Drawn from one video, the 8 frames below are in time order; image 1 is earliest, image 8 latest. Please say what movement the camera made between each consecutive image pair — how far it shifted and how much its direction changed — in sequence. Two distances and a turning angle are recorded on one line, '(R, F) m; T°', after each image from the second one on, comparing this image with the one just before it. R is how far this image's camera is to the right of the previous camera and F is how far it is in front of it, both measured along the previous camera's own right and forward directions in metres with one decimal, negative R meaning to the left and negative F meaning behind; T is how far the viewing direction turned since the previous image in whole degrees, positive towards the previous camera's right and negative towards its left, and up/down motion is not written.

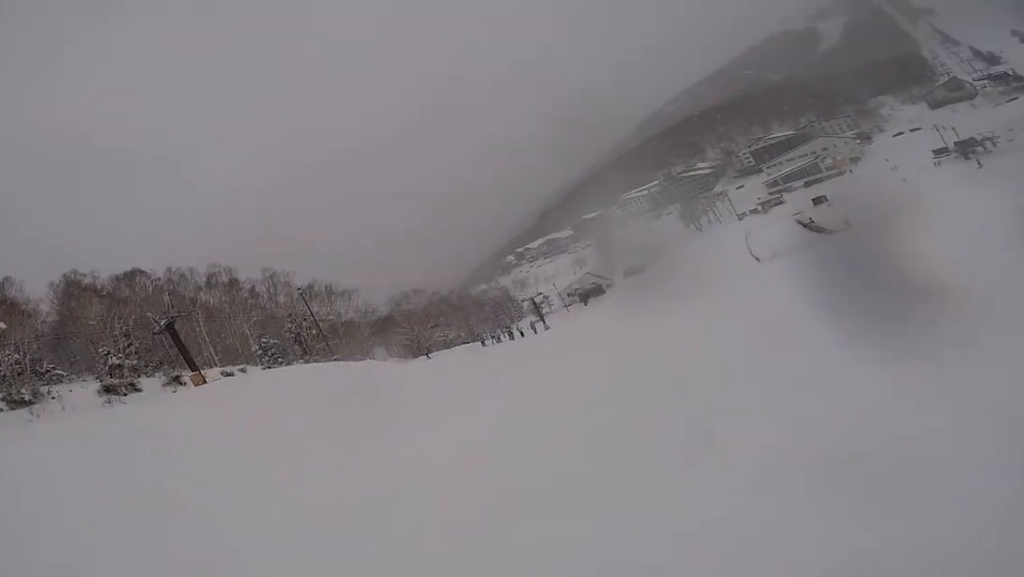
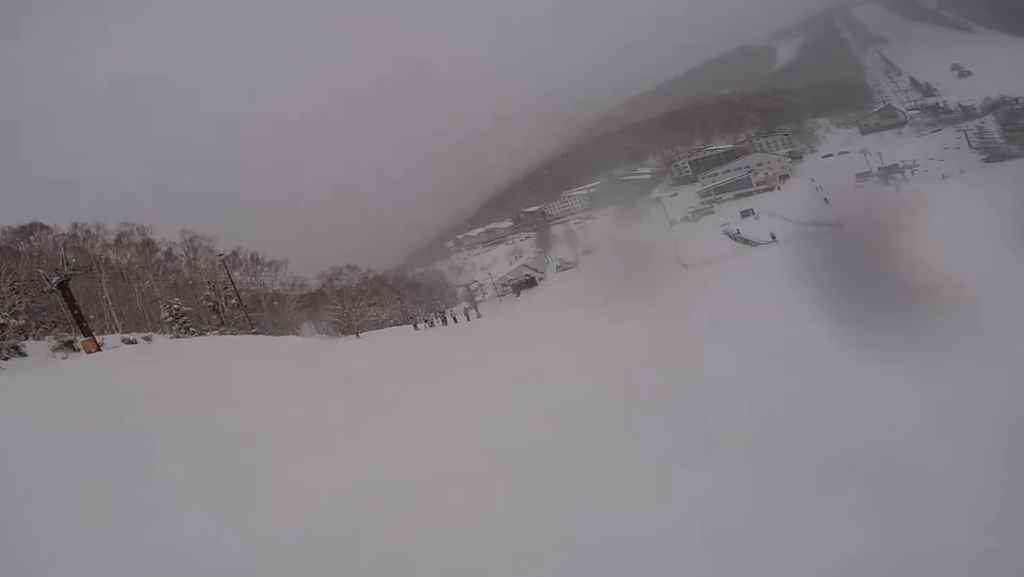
(-0.2, +2.0) m; -1°
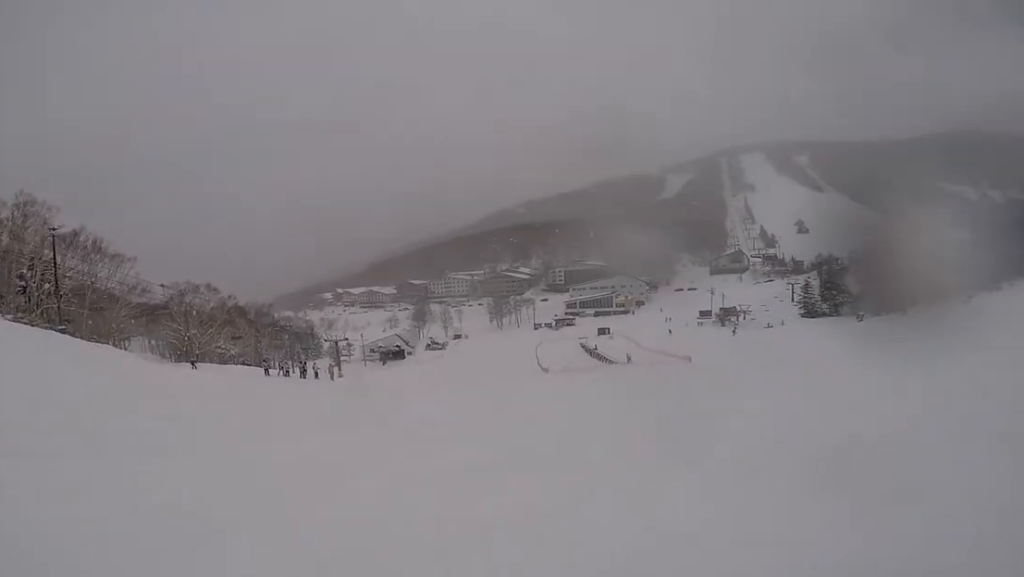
(+0.3, +5.0) m; +2°
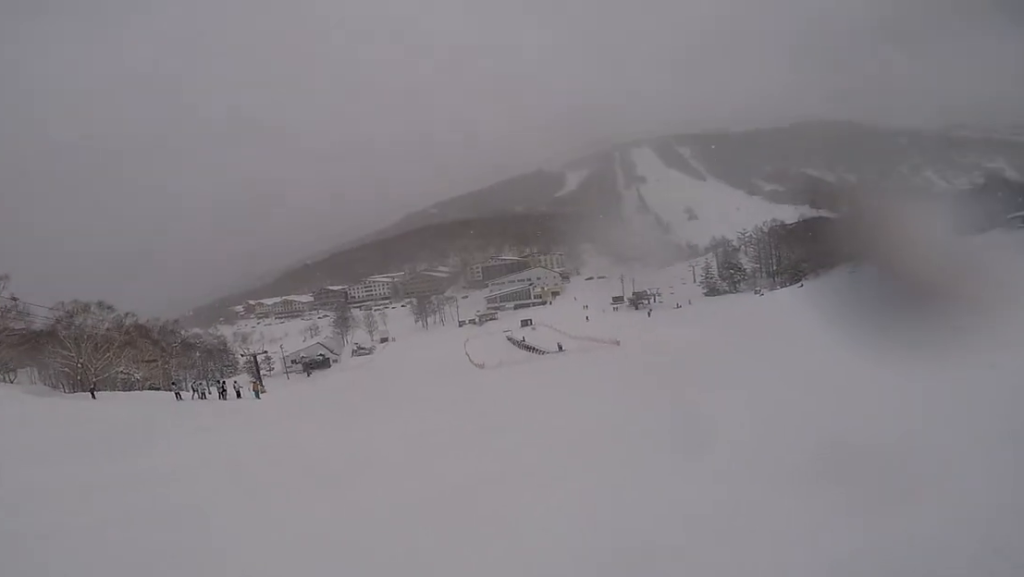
(-0.2, +4.0) m; +13°
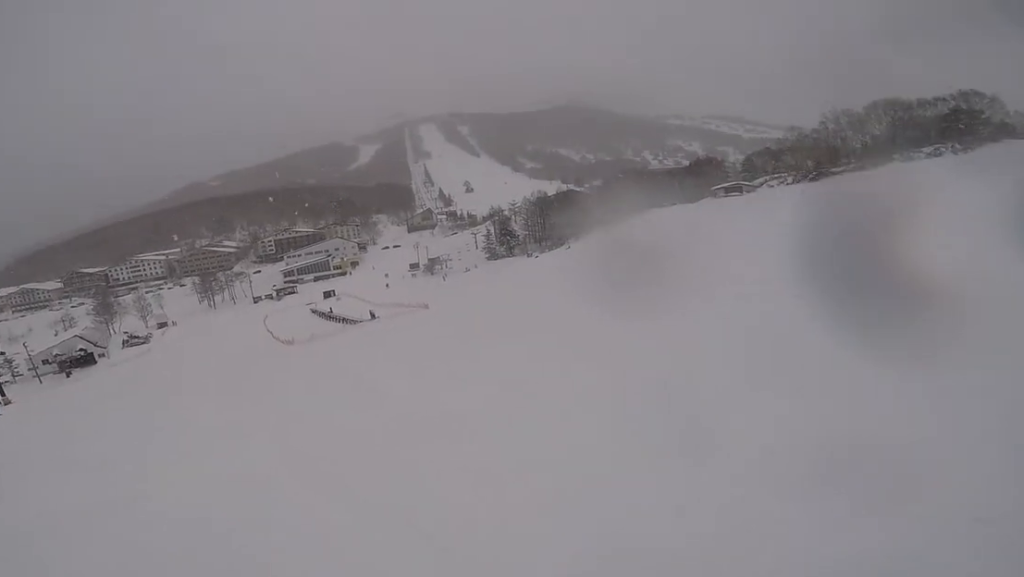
(+1.1, +4.1) m; +29°
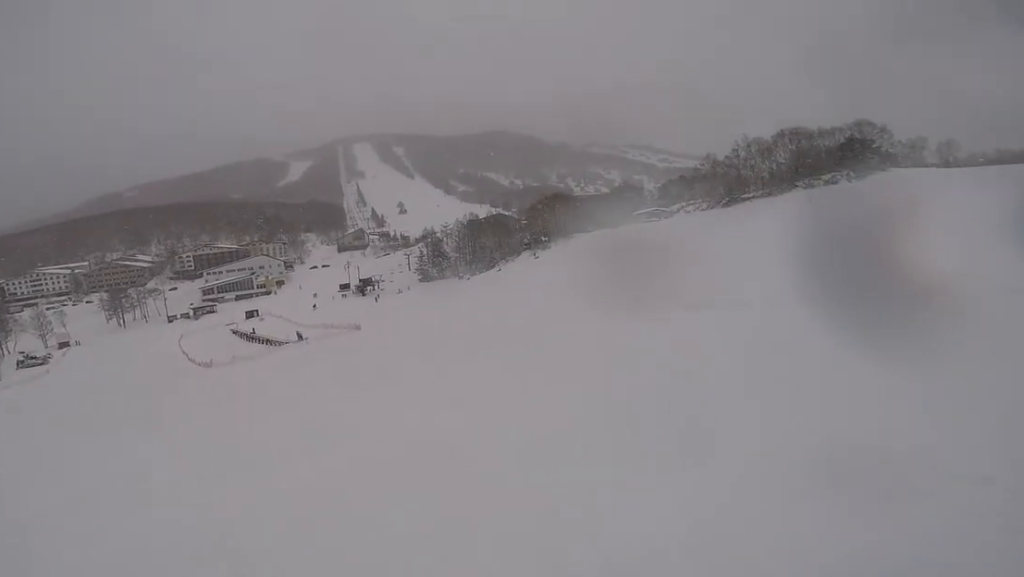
(+0.8, +1.8) m; 0°
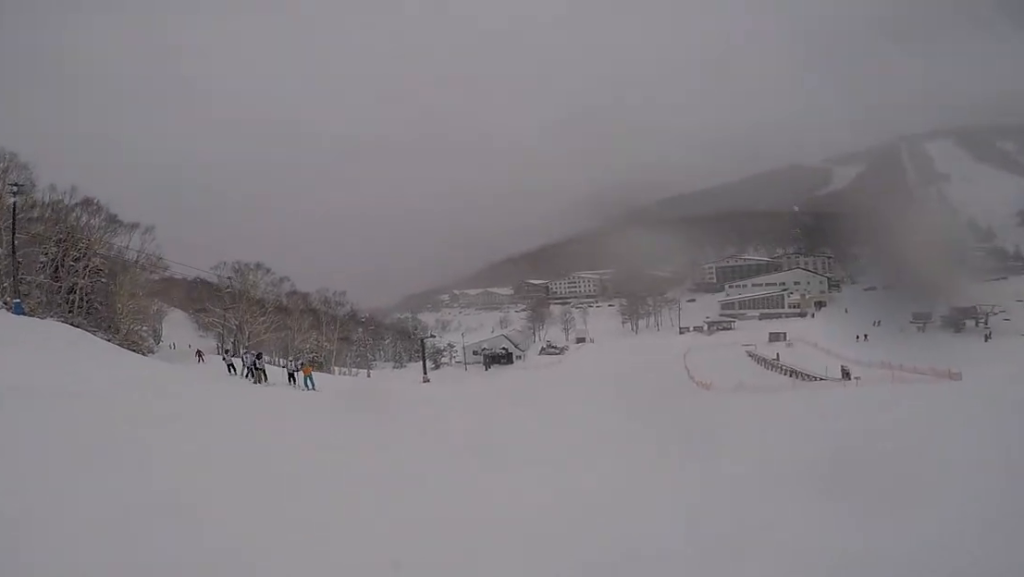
(-3.3, +11.0) m; -38°
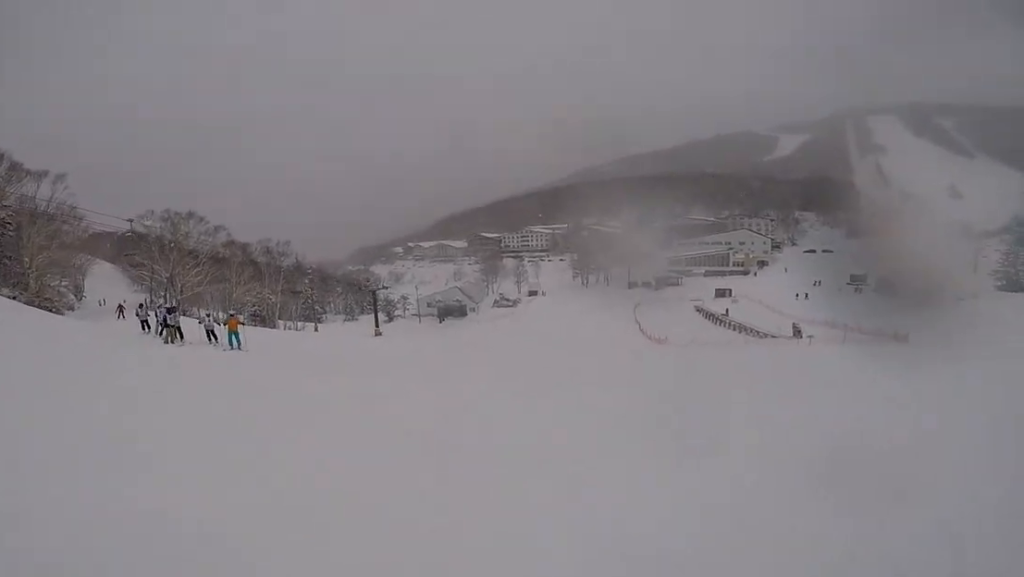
(-0.8, +3.0) m; 0°
